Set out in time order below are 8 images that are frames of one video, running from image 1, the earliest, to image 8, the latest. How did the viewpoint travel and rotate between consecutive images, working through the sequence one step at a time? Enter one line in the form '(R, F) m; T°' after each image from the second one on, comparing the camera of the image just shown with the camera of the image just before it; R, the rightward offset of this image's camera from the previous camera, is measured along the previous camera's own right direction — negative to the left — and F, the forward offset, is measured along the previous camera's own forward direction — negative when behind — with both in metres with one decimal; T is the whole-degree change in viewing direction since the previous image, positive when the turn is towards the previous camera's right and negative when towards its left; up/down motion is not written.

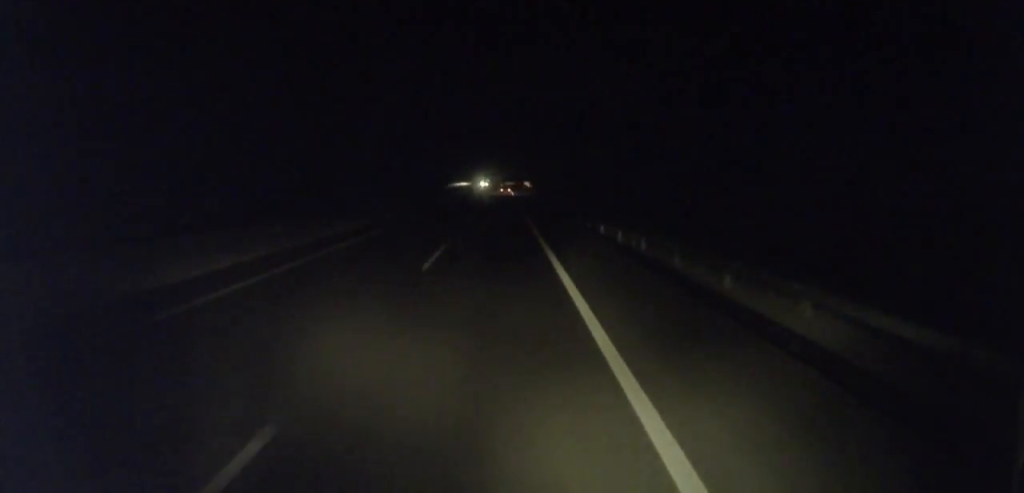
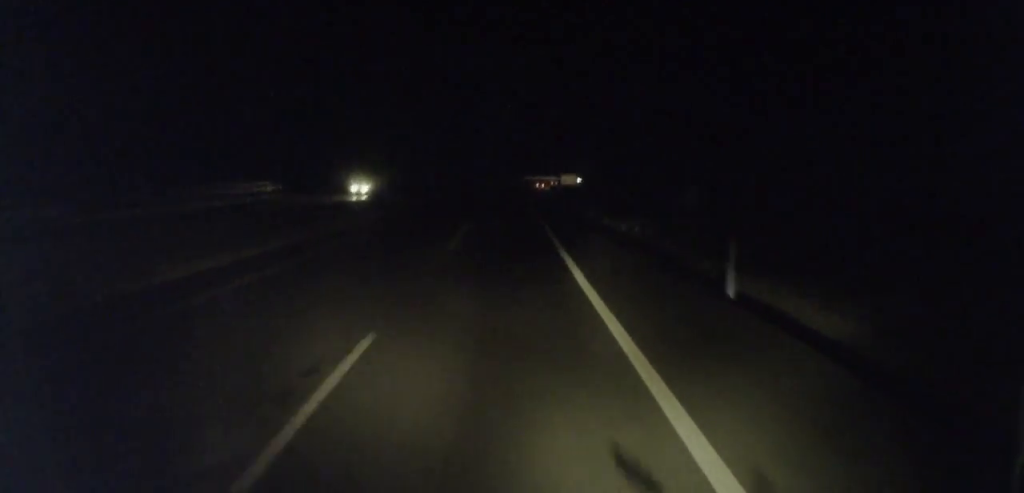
(+1.4, +184.0) m; +2°
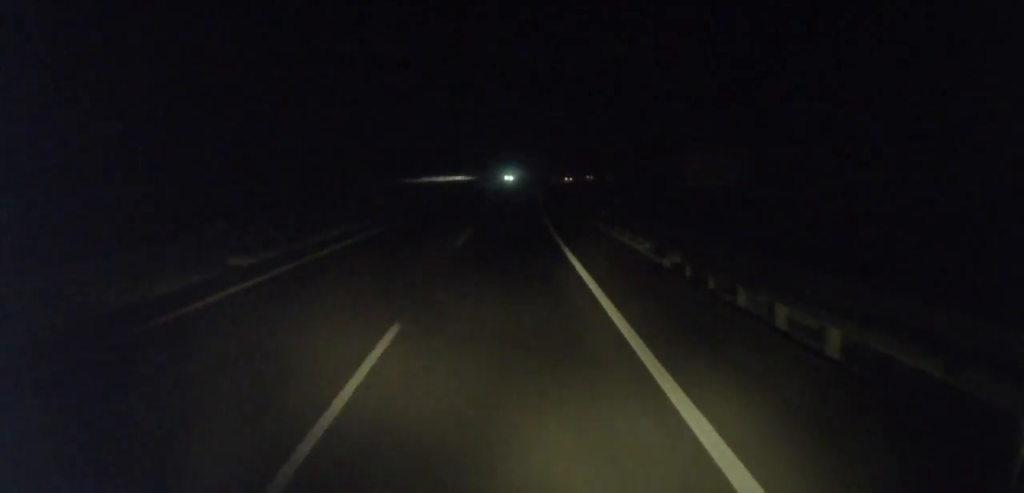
(+0.3, +67.4) m; +3°
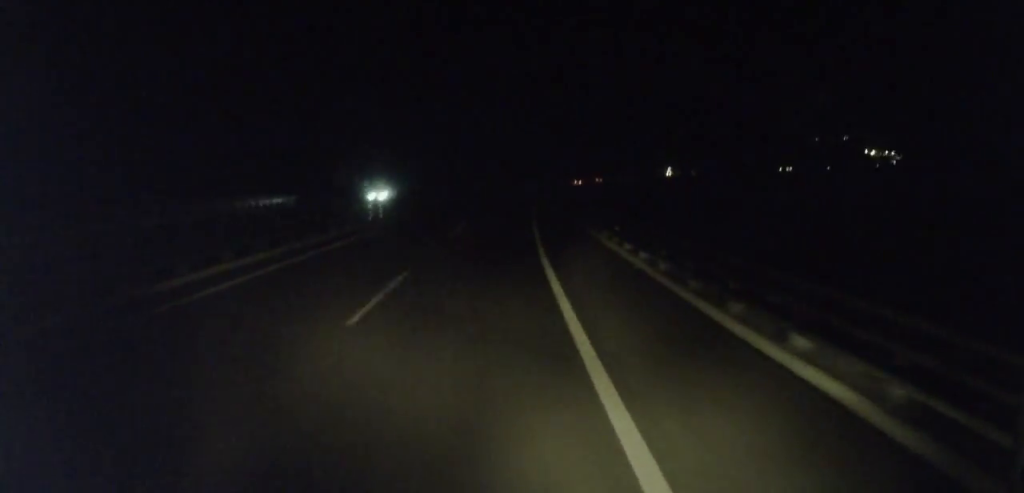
(+1.2, +45.2) m; +3°
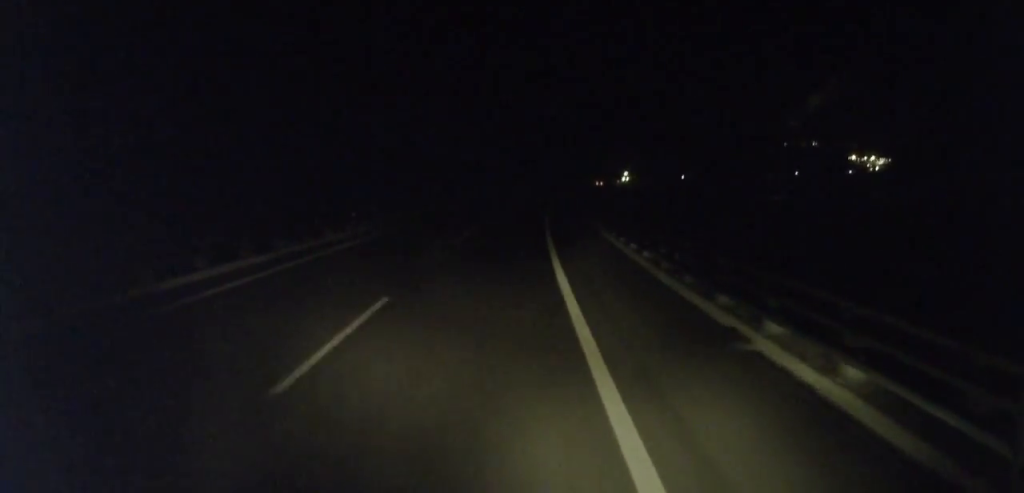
(+1.2, +54.6) m; +4°
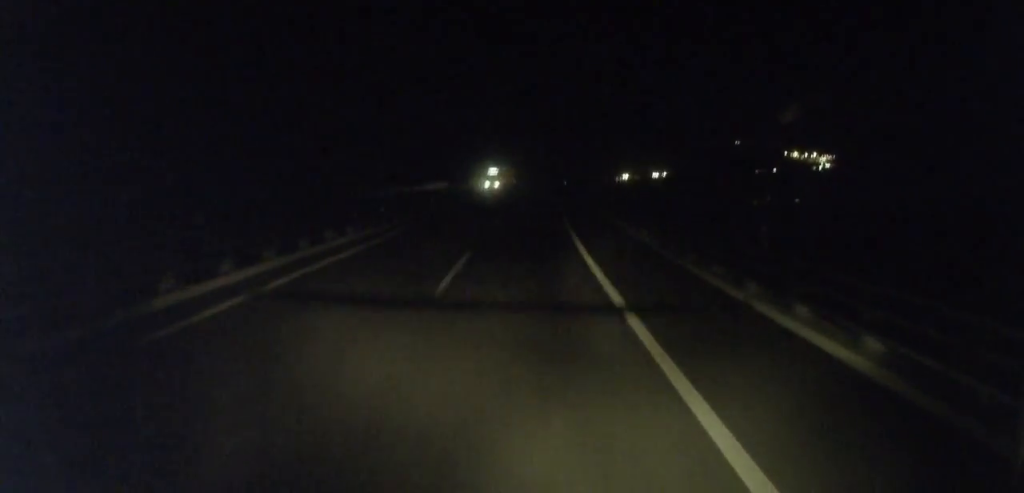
(+6.5, +95.8) m; +8°
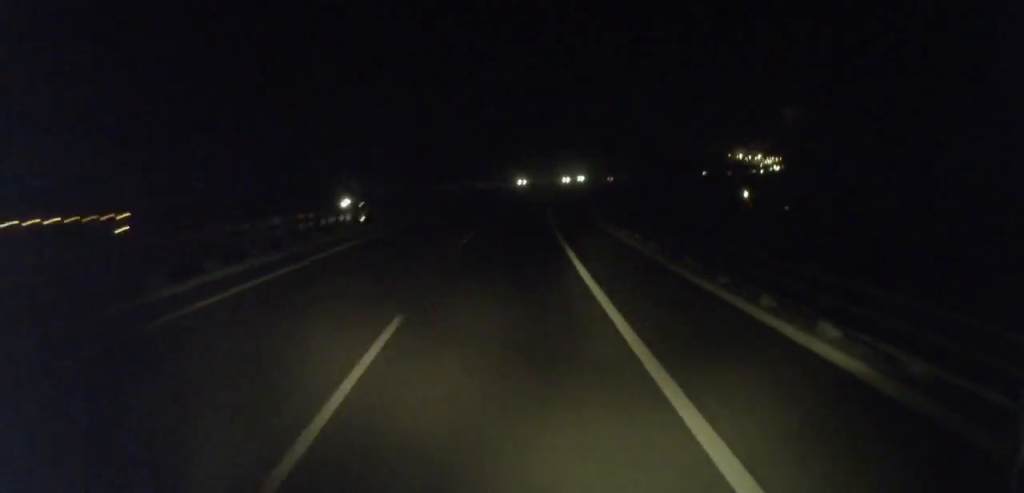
(+2.7, +60.4) m; +5°
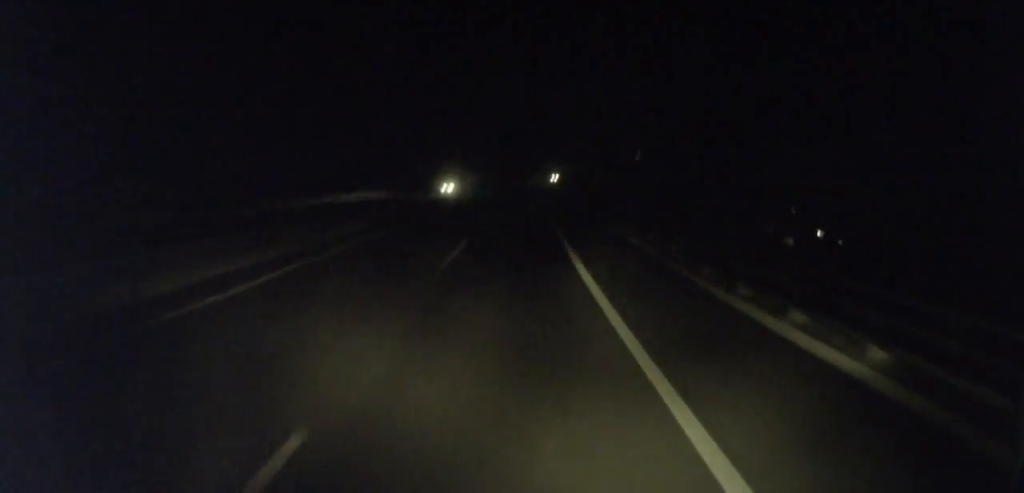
(+14.6, +140.1) m; +11°
